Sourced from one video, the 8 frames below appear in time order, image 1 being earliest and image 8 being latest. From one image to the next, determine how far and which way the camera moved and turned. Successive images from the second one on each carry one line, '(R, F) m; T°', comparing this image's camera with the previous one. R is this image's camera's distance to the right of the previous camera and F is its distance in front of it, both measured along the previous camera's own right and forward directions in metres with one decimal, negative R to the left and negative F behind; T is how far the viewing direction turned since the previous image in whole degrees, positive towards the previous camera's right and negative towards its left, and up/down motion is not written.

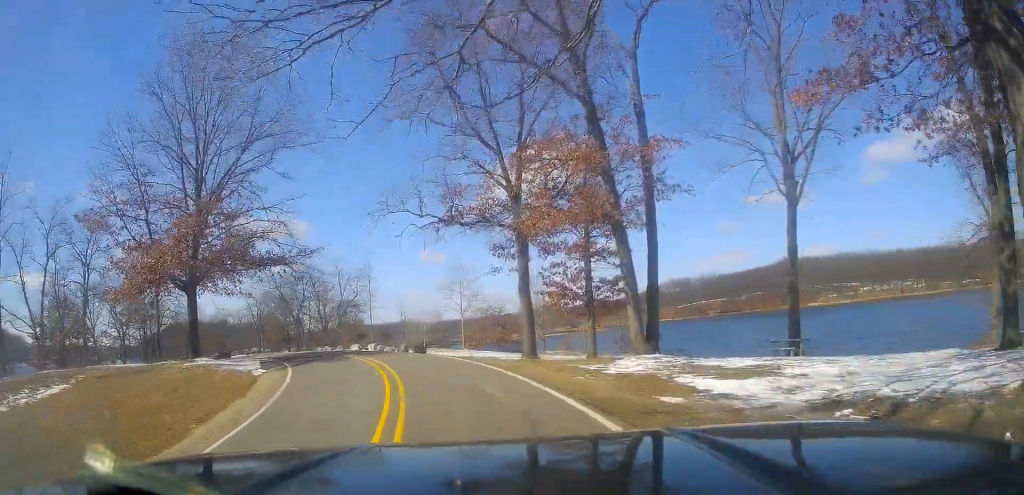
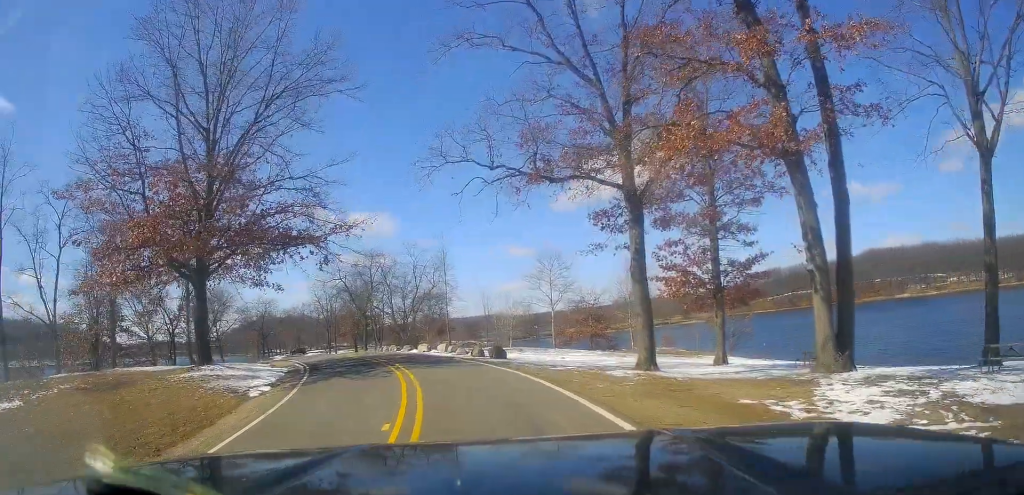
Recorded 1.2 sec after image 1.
(-0.6, +8.3) m; -10°
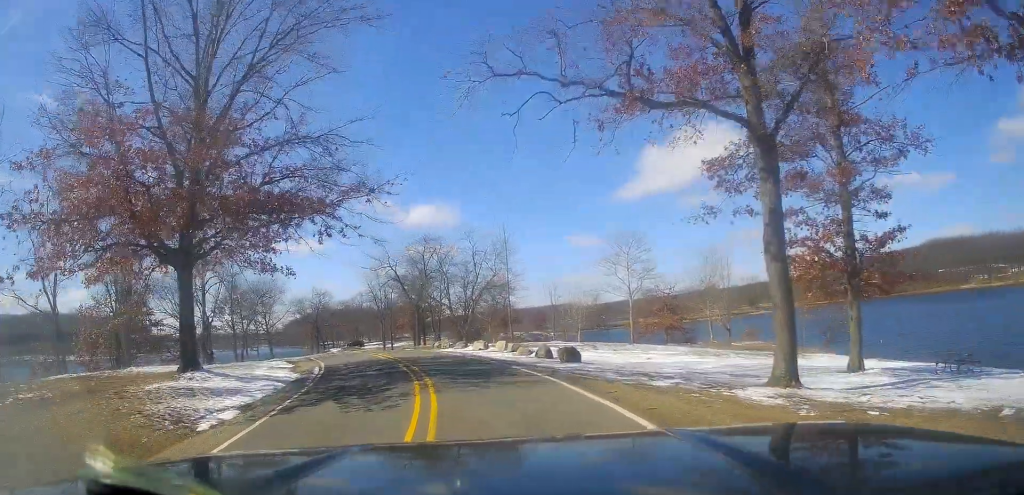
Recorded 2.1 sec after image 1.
(-0.5, +6.8) m; -7°
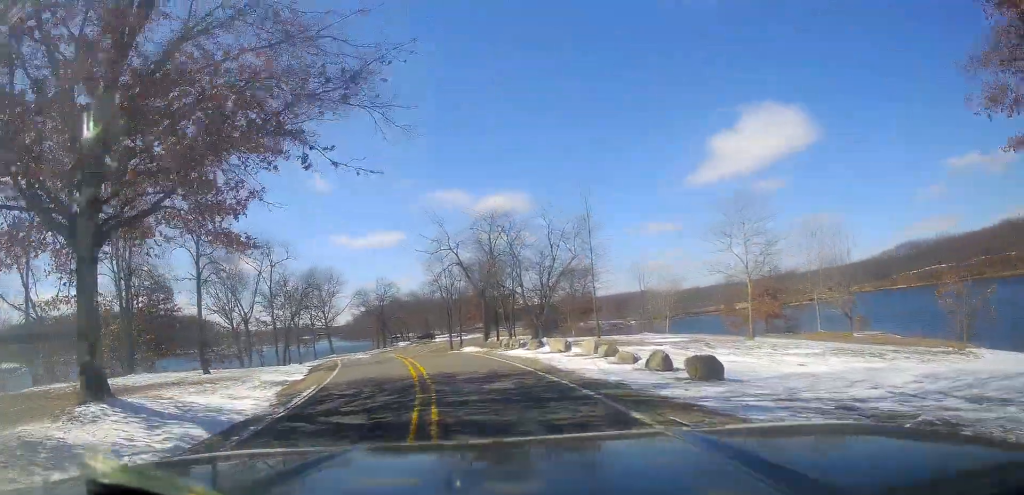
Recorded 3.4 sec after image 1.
(-0.6, +9.3) m; -2°
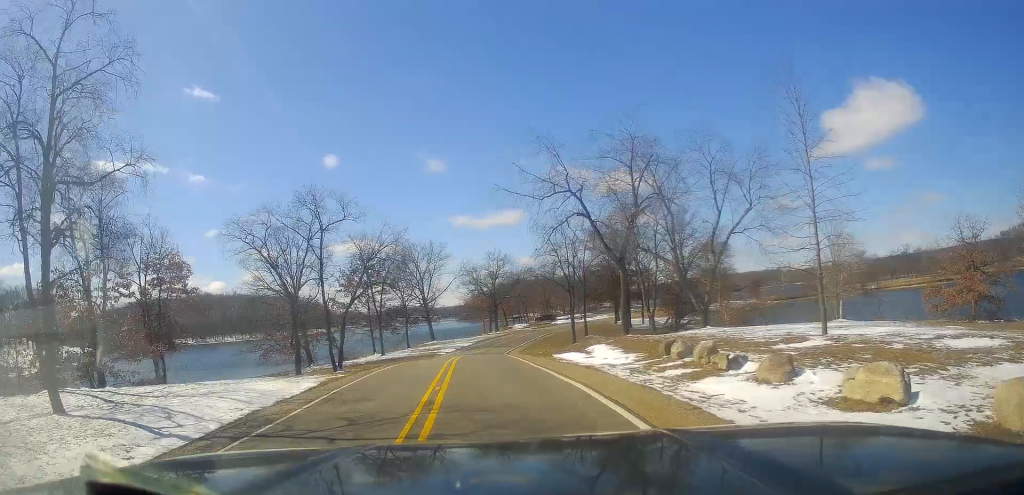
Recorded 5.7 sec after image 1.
(-1.7, +18.4) m; -10°
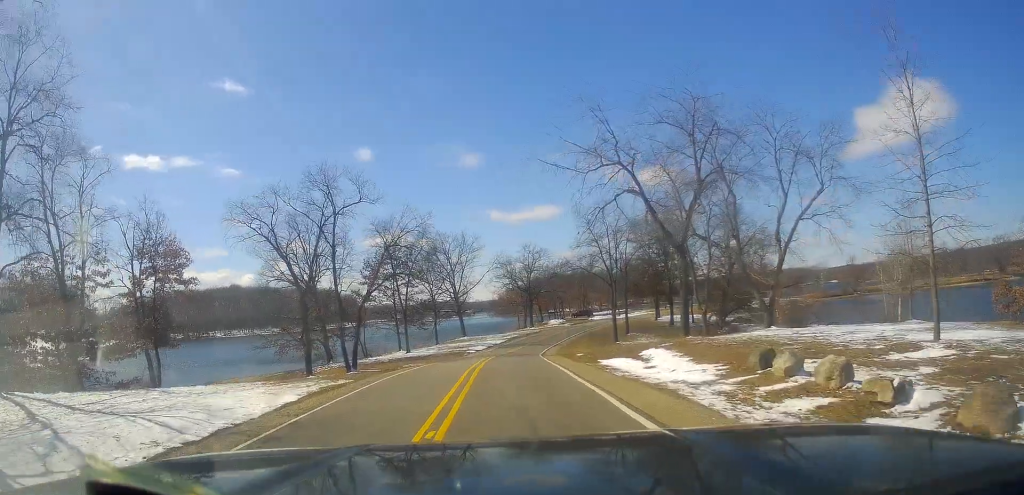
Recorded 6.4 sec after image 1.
(+0.5, +5.7) m; -3°
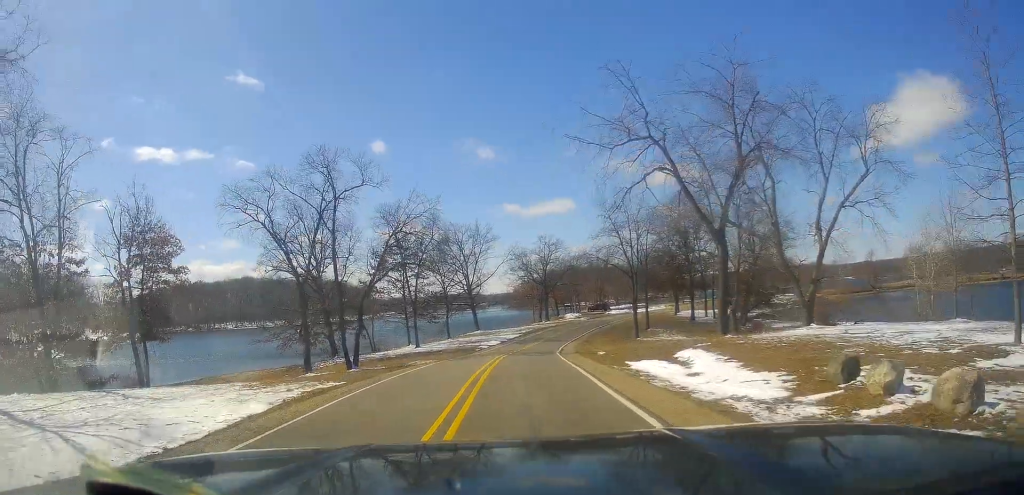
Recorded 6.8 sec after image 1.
(-0.3, +3.4) m; -4°
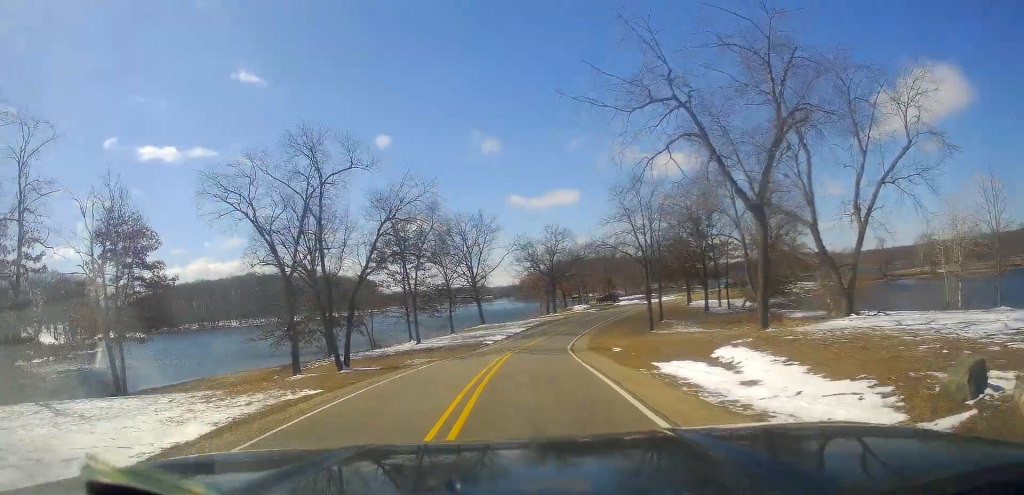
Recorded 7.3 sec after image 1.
(-0.3, +3.7) m; -5°
